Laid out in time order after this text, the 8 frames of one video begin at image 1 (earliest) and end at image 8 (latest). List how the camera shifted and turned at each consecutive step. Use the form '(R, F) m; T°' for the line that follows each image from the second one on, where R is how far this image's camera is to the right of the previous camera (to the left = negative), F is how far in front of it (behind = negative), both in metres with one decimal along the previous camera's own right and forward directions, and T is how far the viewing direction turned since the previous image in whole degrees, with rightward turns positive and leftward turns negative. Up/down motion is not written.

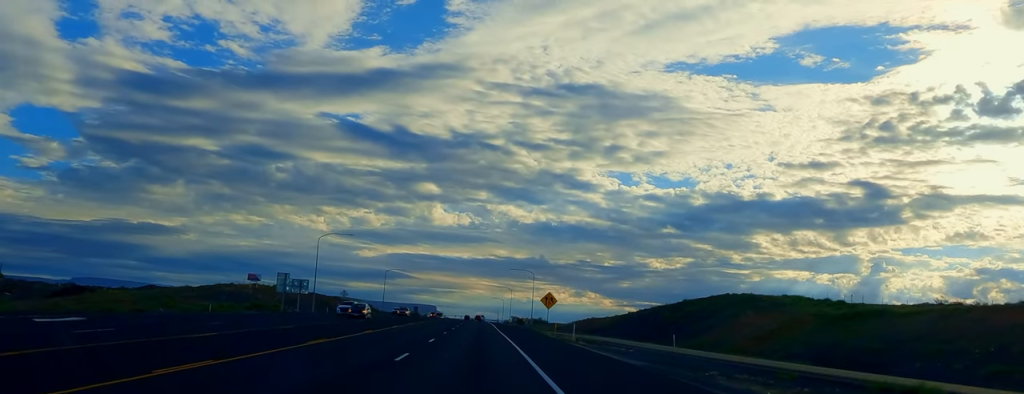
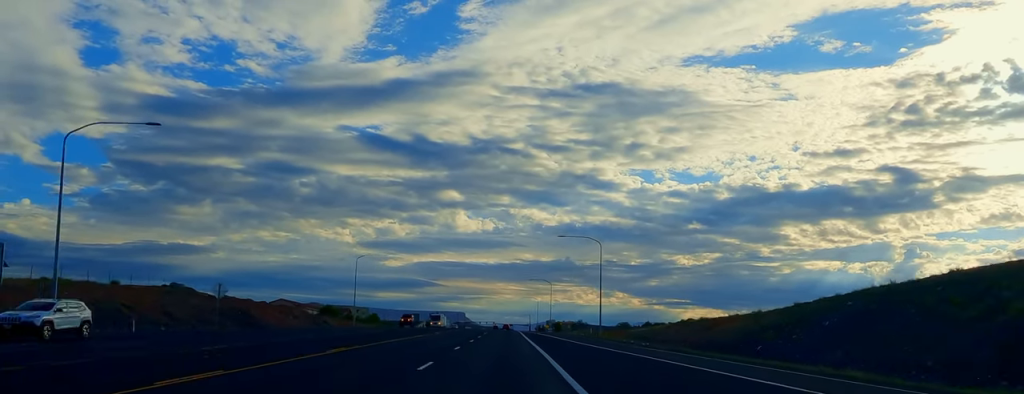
(-1.8, +72.7) m; -2°
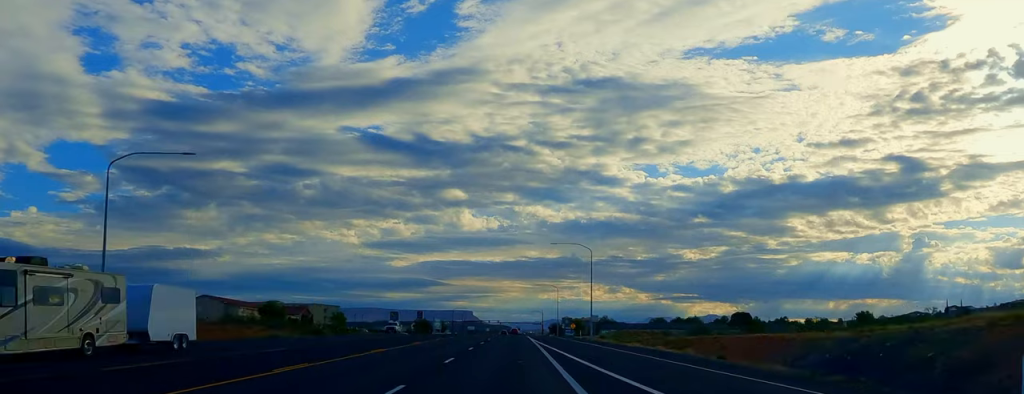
(+0.3, +77.8) m; 0°
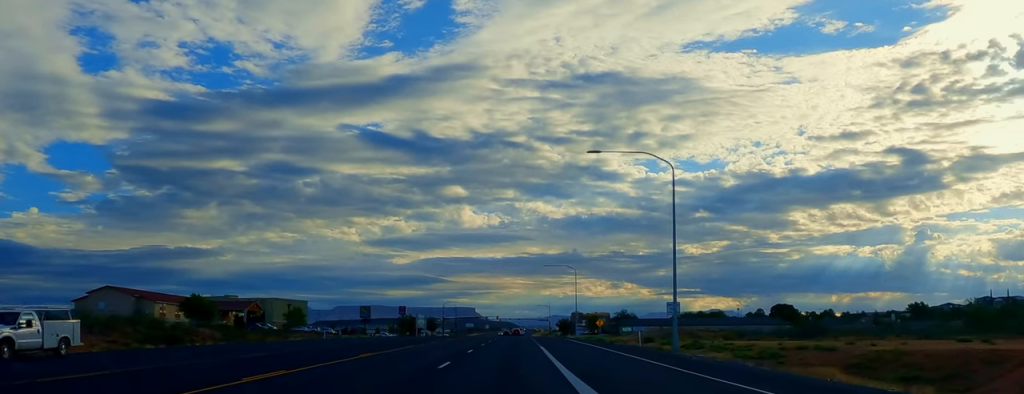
(-0.4, +49.9) m; 0°
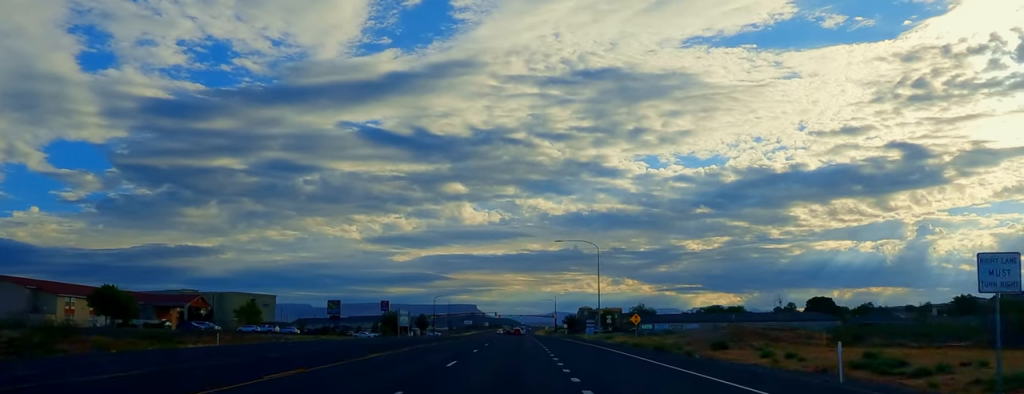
(0.0, +34.3) m; +1°
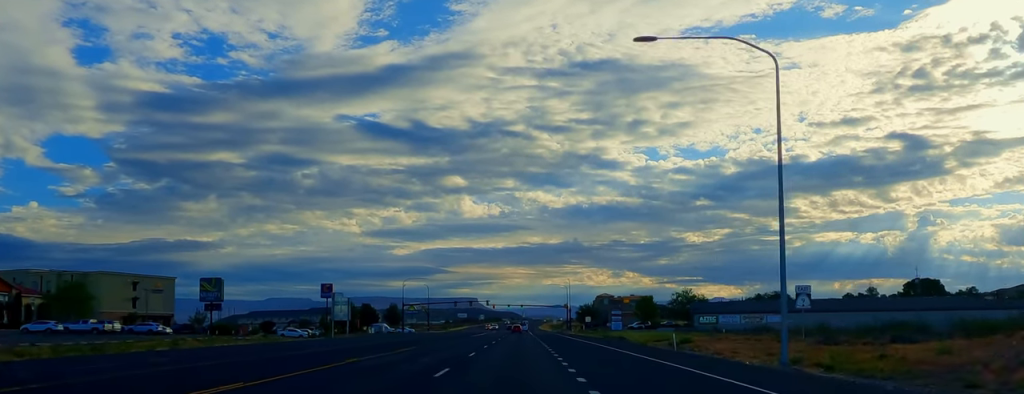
(+1.5, +63.7) m; +1°
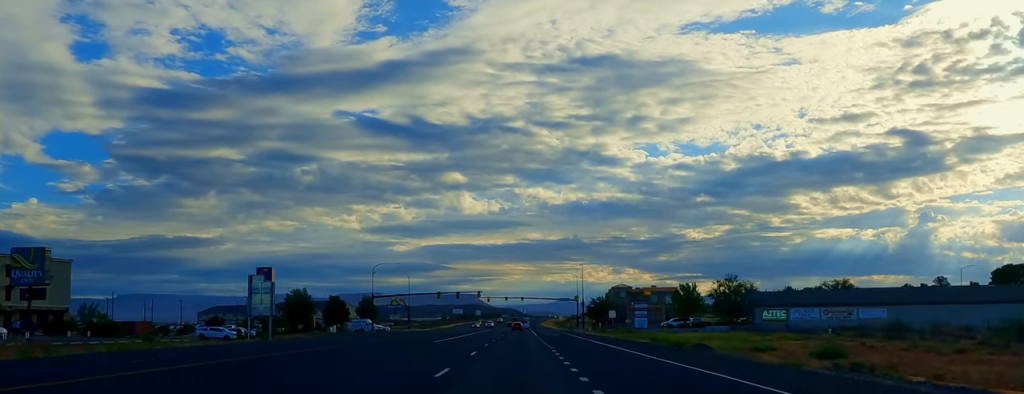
(-0.3, +35.6) m; -1°
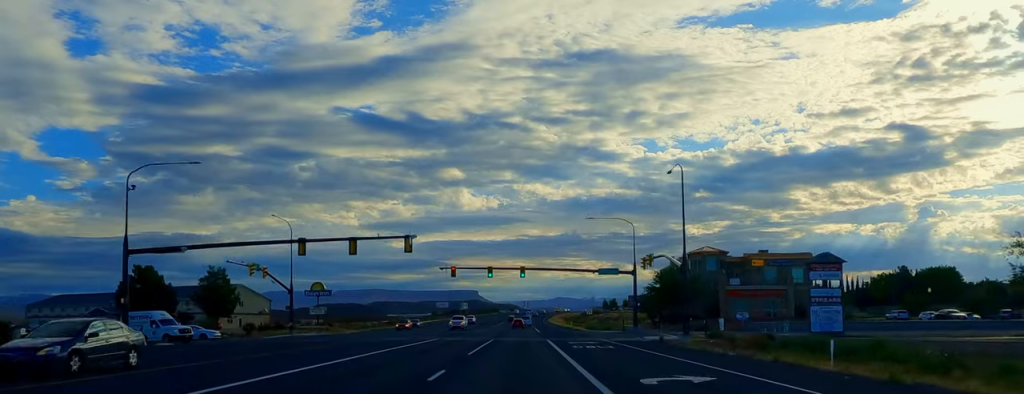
(-1.7, +85.8) m; +1°
